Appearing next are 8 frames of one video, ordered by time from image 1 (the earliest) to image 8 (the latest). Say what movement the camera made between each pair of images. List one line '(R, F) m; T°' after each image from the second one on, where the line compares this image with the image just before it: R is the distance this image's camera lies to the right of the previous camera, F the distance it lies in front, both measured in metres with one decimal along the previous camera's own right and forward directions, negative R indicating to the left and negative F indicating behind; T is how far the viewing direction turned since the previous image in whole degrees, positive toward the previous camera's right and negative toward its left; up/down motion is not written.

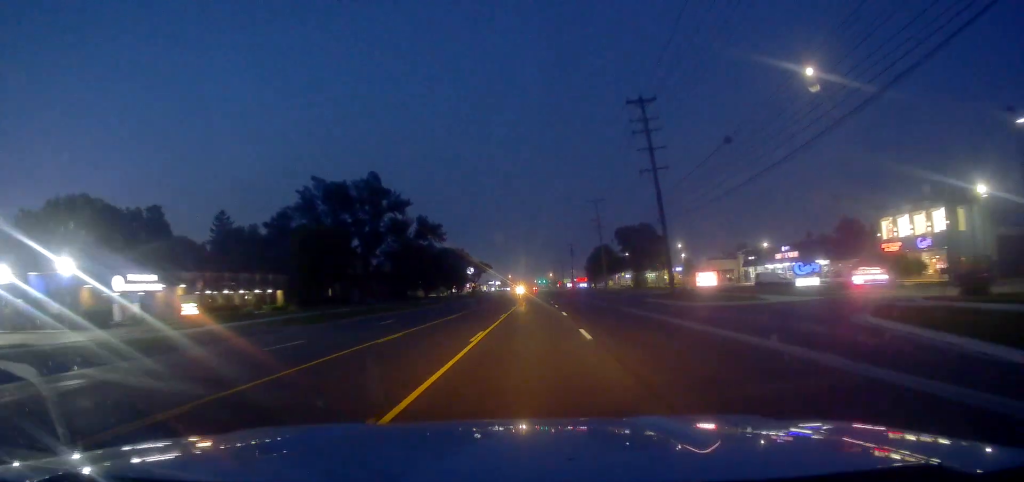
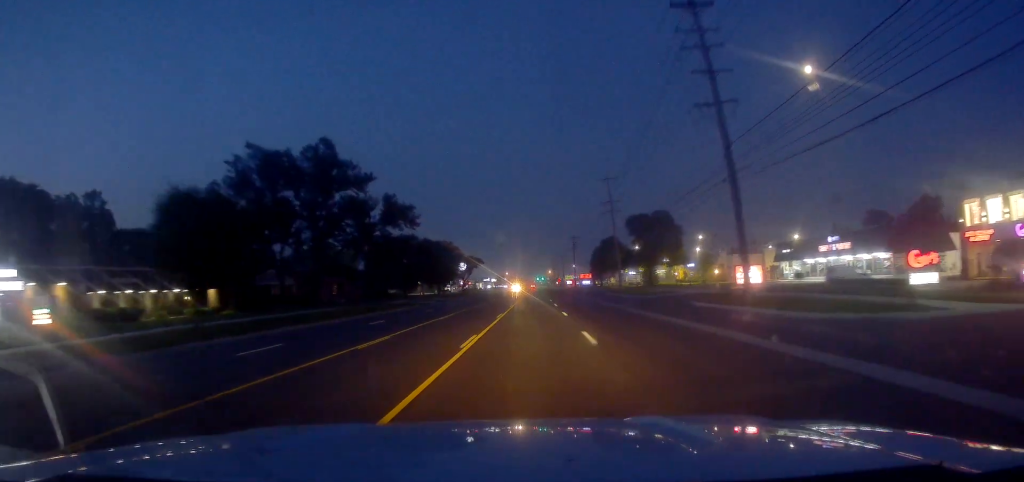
(+0.3, +16.9) m; -1°
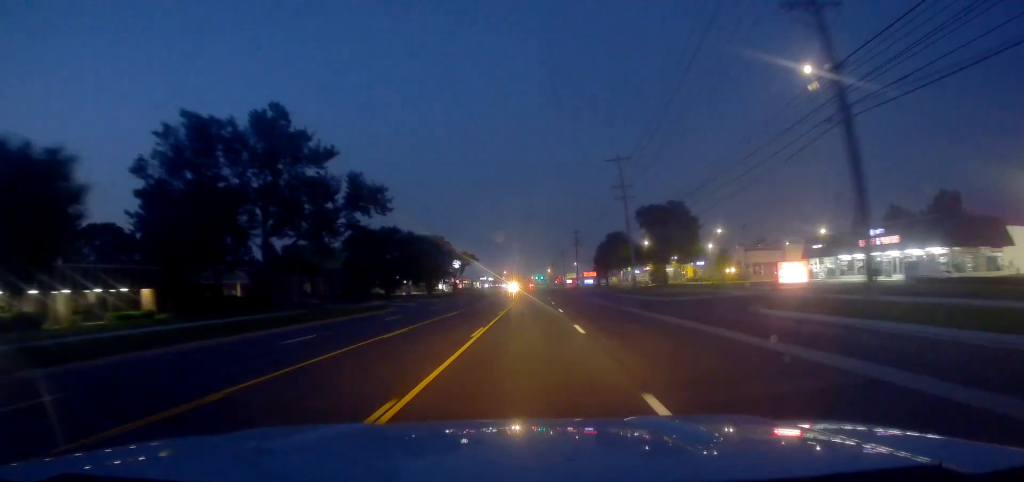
(-0.2, +11.6) m; 0°
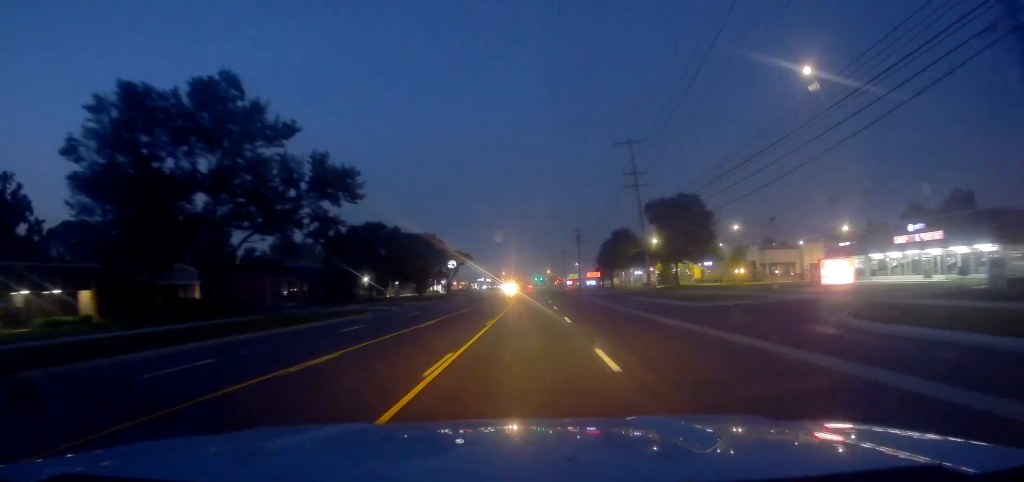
(-0.4, +8.3) m; 0°
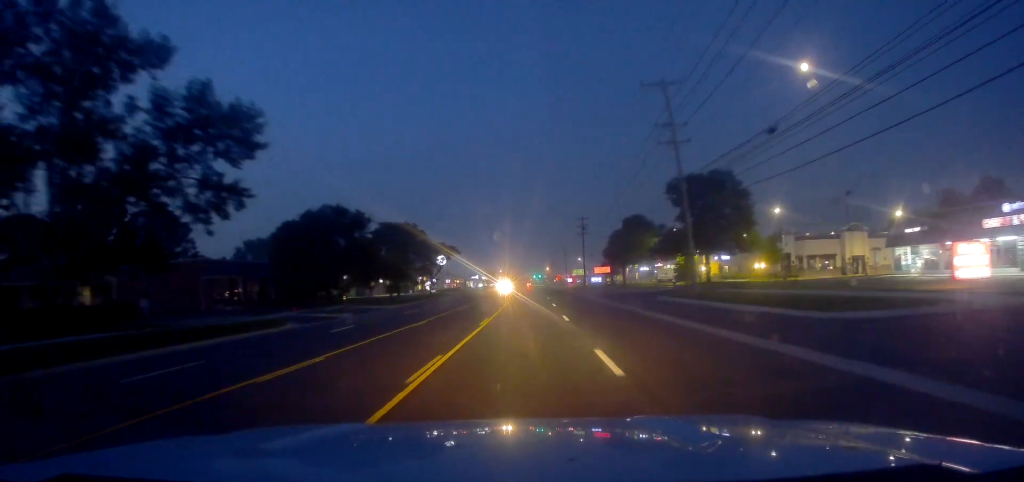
(+0.4, +16.0) m; 0°
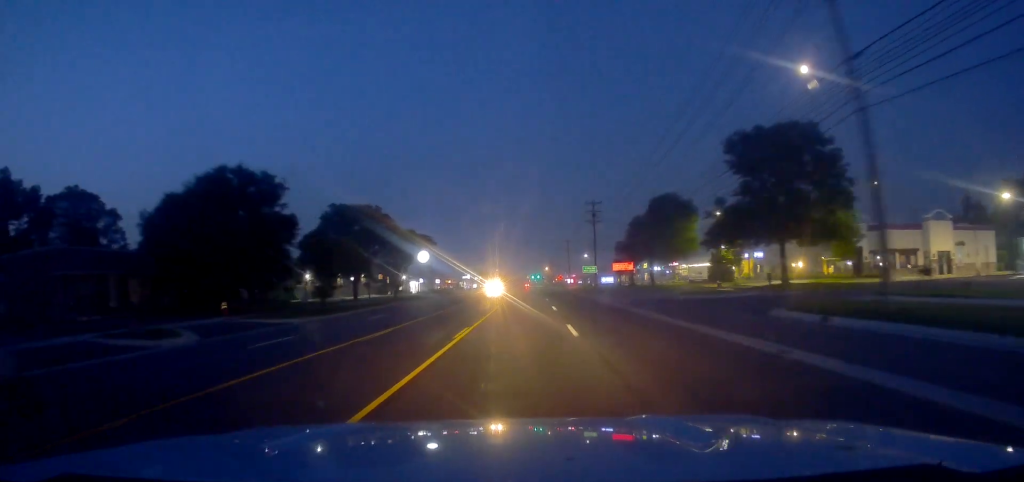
(-0.4, +22.7) m; 0°
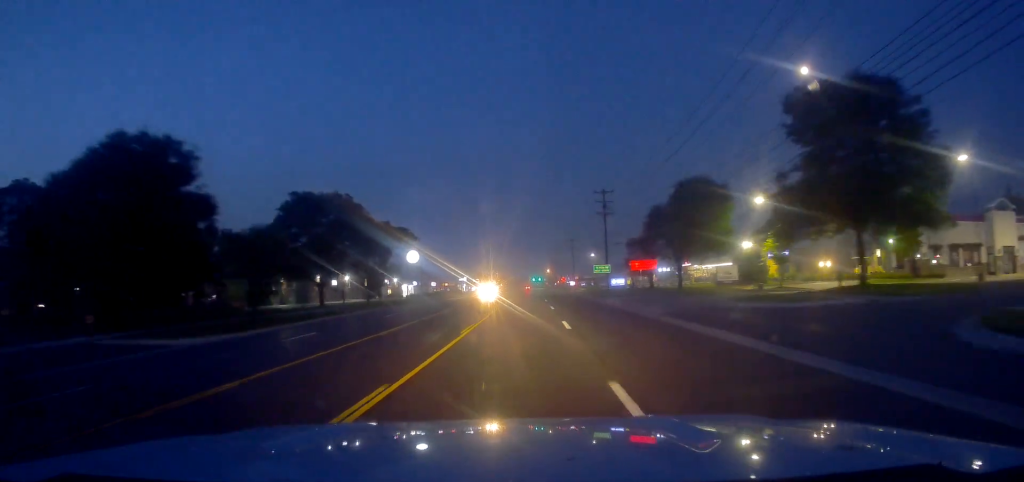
(+0.3, +12.3) m; +1°
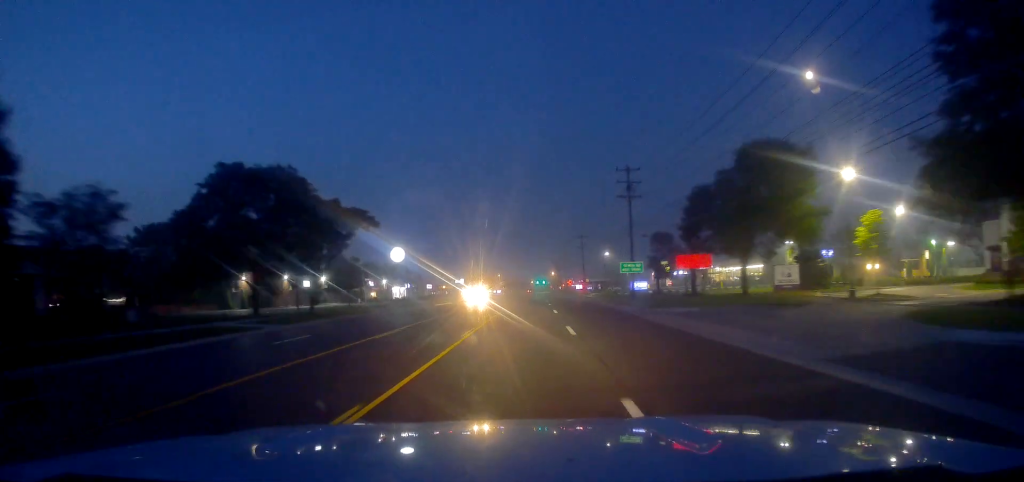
(+0.2, +16.2) m; 0°
